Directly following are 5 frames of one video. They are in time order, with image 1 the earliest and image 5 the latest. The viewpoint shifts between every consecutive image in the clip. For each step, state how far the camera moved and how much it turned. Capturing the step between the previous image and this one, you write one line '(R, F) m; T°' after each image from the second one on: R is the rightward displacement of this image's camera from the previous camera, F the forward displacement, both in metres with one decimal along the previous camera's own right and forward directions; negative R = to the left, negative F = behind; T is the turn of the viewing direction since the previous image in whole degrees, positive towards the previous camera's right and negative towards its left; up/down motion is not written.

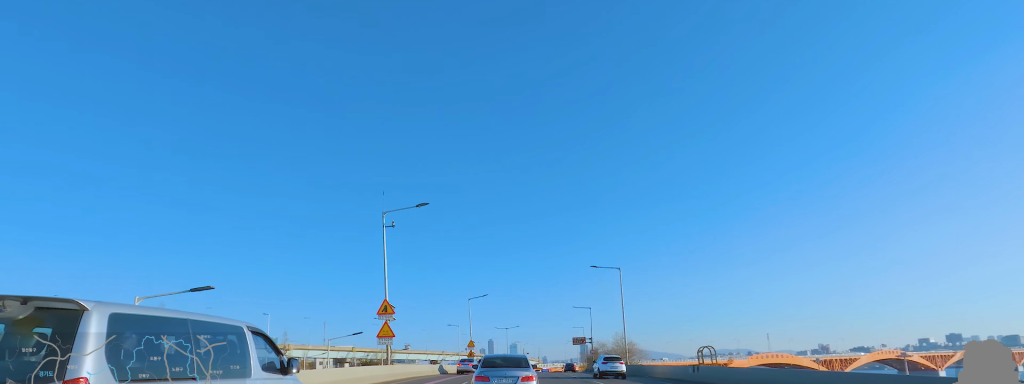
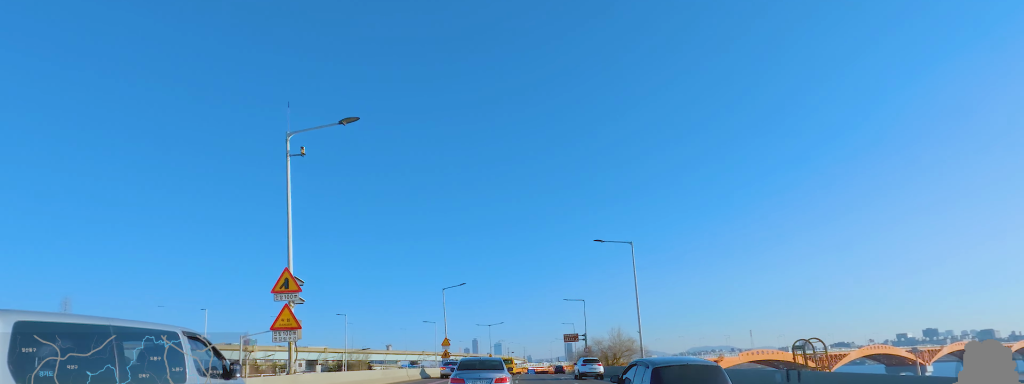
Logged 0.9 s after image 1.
(-0.3, +10.7) m; -1°
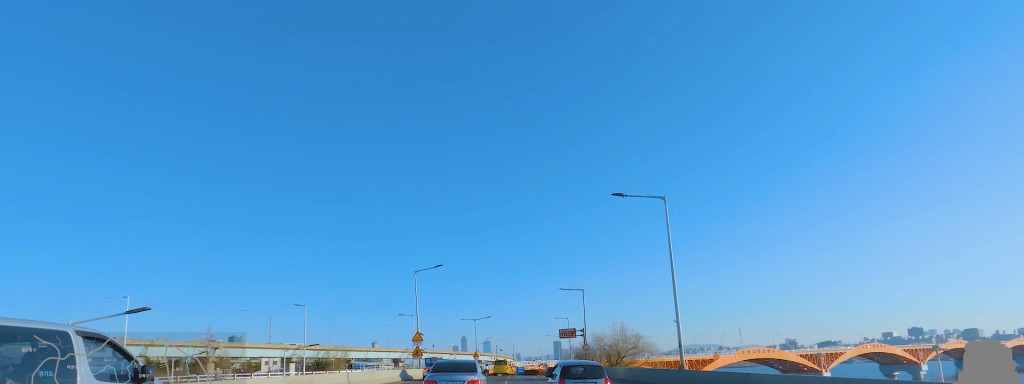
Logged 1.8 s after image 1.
(0.0, +11.2) m; +1°
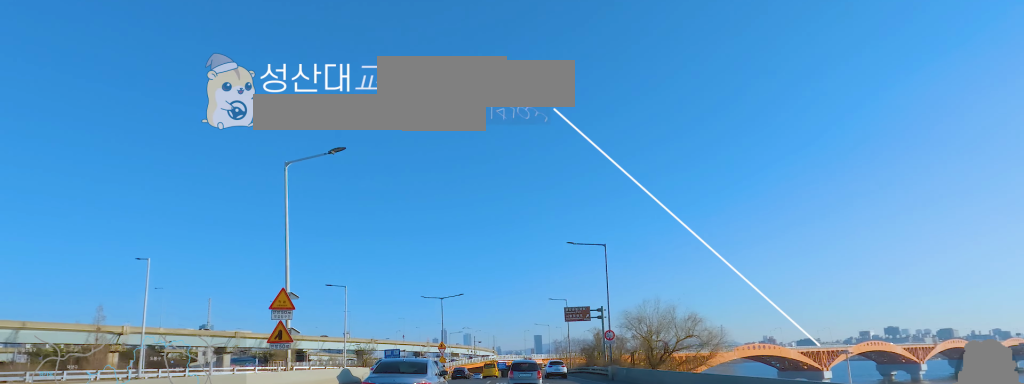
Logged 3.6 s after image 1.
(+1.4, +27.4) m; +5°
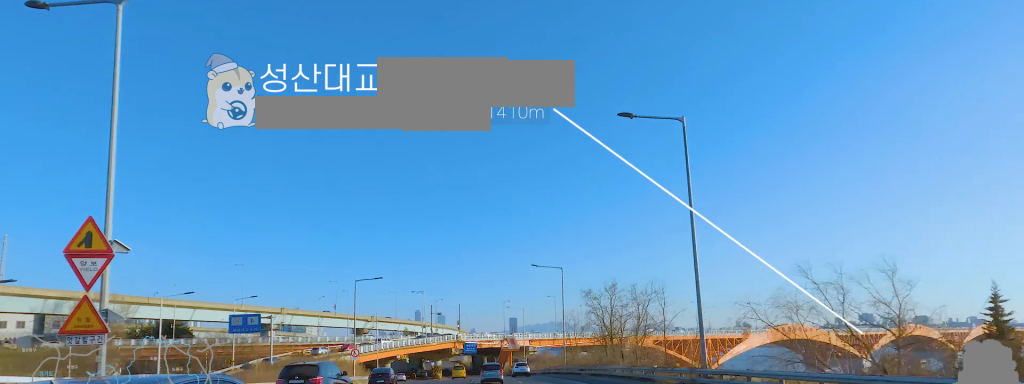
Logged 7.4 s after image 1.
(-2.2, +63.6) m; -1°
